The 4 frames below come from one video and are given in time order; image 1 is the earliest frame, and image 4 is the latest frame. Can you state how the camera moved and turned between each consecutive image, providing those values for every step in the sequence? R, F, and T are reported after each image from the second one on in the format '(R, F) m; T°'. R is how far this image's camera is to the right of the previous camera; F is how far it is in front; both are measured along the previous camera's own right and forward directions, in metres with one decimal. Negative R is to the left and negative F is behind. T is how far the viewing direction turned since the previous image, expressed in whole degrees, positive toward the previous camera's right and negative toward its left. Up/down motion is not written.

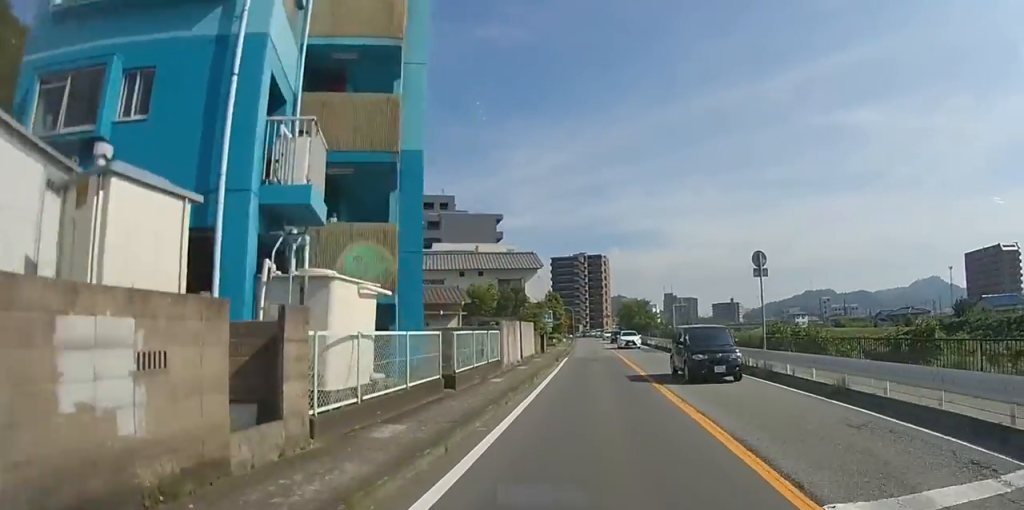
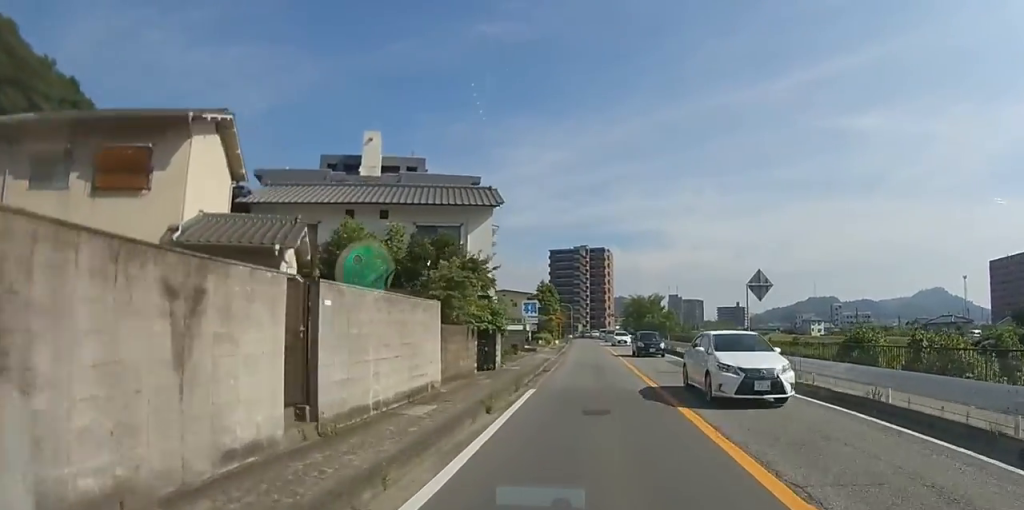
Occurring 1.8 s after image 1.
(0.0, +17.0) m; 0°
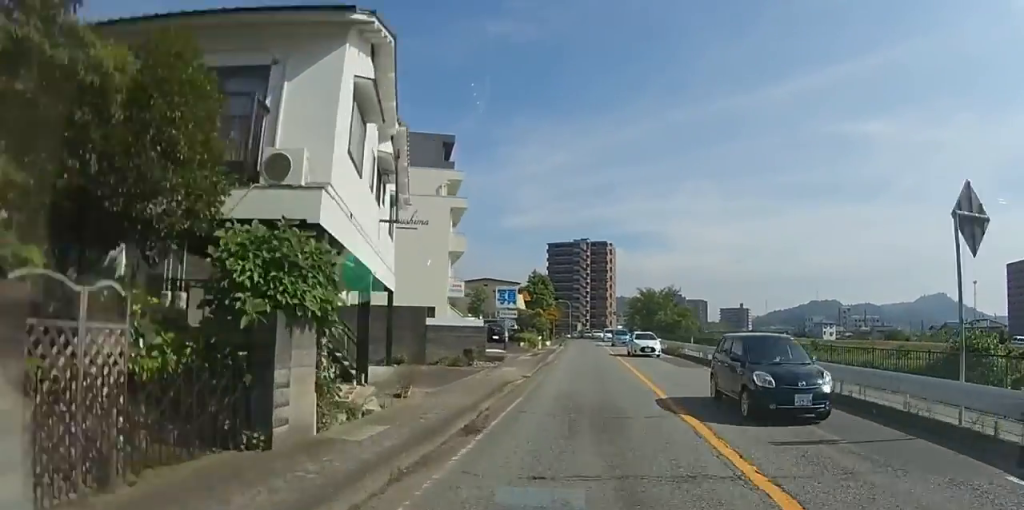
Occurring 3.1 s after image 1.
(0.0, +12.6) m; 0°
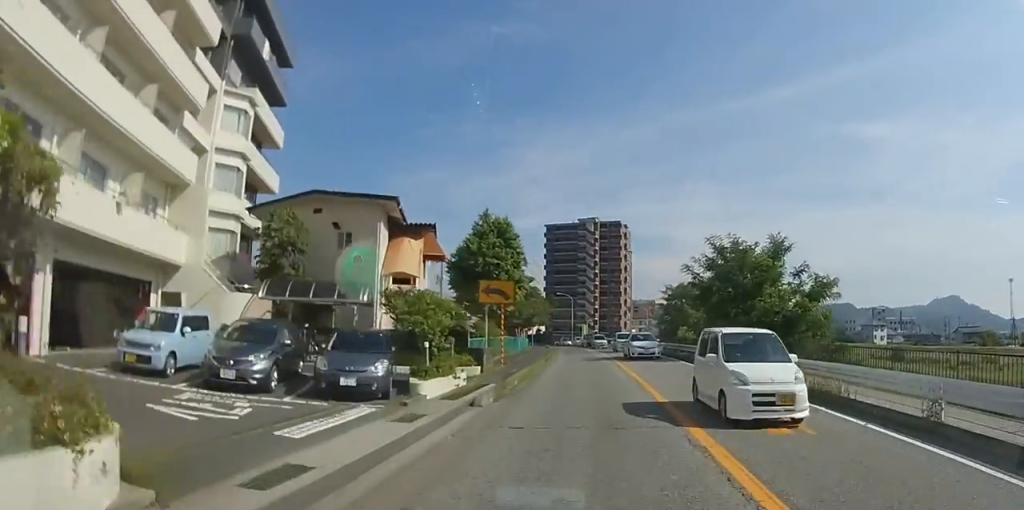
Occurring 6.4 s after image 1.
(+0.2, +36.9) m; 0°
